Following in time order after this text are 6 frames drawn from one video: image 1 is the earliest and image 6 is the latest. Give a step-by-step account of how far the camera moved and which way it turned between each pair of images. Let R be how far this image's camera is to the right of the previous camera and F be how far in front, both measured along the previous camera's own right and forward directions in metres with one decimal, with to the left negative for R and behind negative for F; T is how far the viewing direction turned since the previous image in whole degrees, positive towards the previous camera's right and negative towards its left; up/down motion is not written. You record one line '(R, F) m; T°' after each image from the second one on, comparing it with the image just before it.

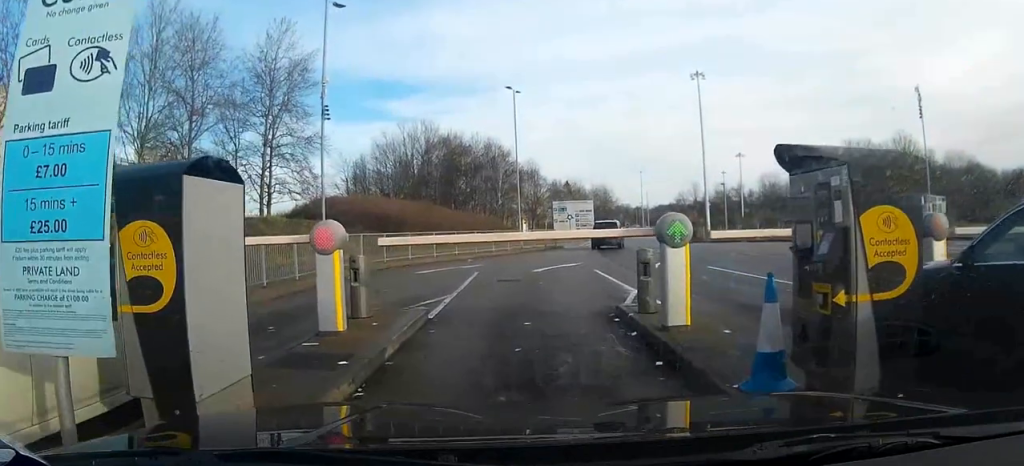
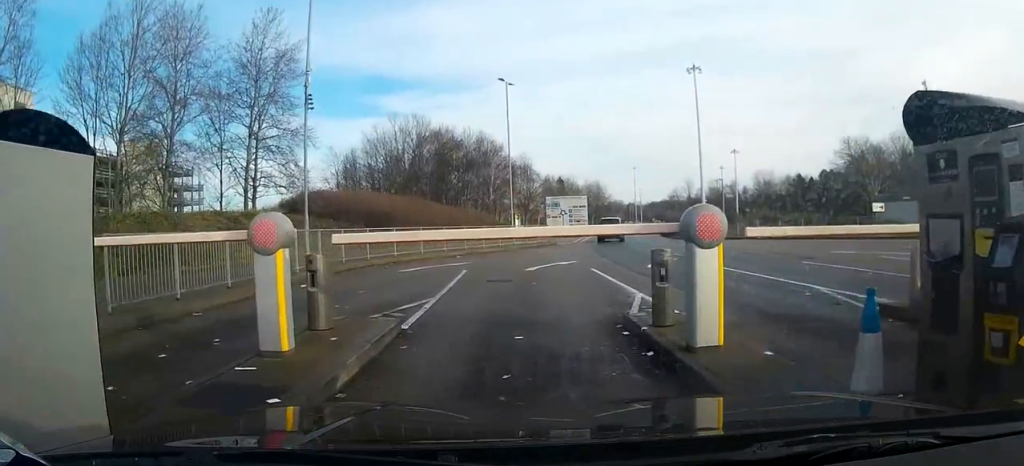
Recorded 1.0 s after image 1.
(-0.1, +1.6) m; -4°
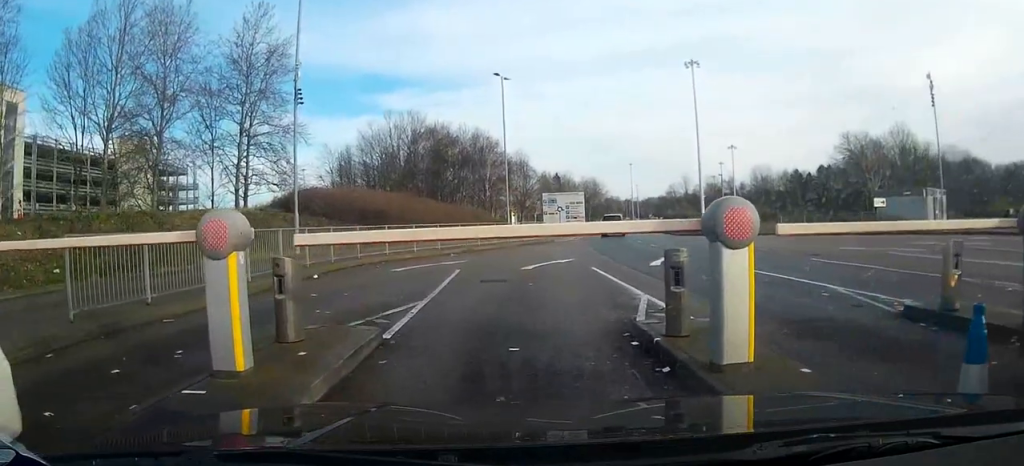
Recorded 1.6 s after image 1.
(-0.1, +0.9) m; 0°
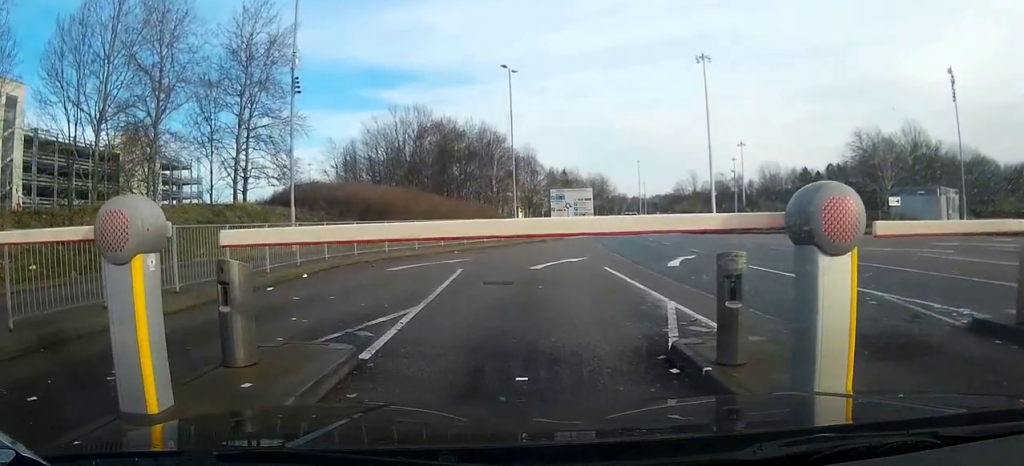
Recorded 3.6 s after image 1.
(+0.8, +1.1) m; 0°
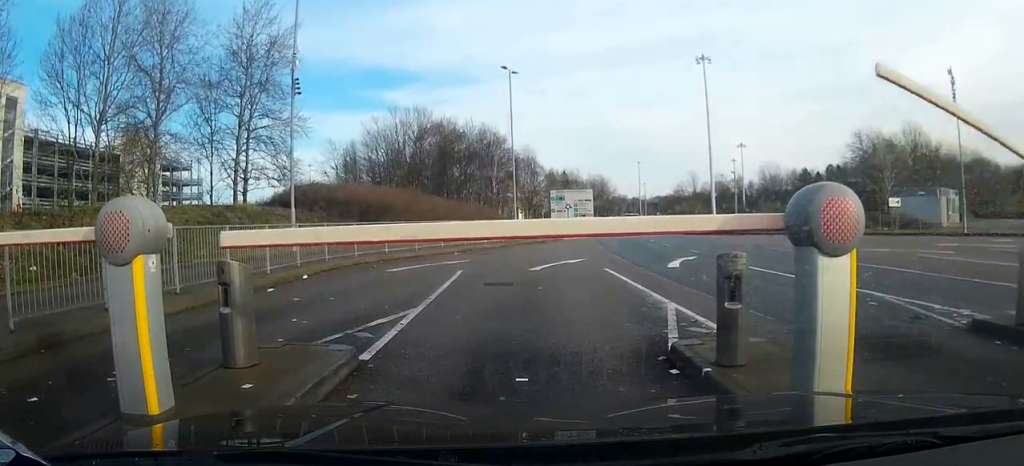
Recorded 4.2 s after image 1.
(+0.1, +0.1) m; 0°
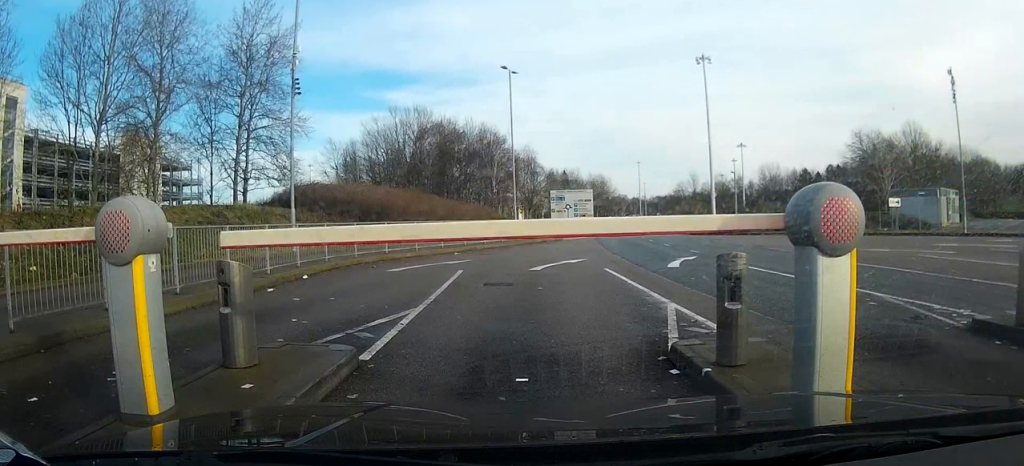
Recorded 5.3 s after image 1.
(0.0, +0.2) m; 0°
